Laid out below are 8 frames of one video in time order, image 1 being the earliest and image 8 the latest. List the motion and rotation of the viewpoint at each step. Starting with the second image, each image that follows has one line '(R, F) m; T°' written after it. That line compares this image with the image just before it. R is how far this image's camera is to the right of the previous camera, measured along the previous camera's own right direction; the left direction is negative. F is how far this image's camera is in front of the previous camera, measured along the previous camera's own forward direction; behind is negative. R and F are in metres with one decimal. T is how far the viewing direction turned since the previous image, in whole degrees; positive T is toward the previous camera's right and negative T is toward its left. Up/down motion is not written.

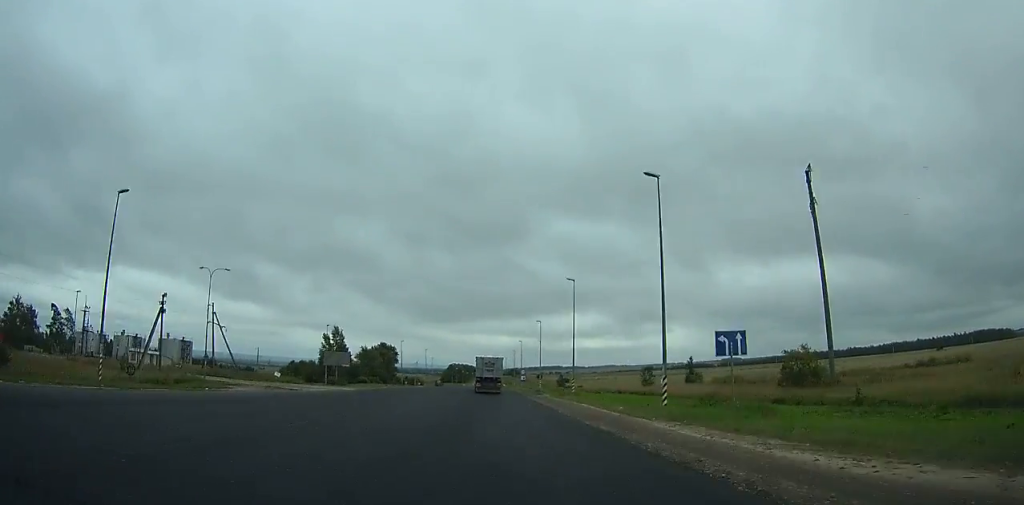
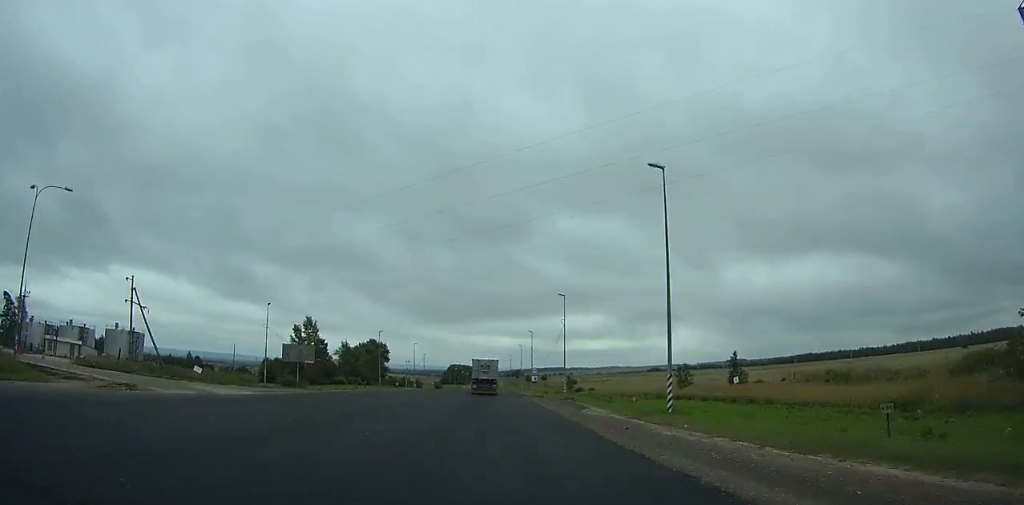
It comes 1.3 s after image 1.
(-0.1, +26.4) m; 0°
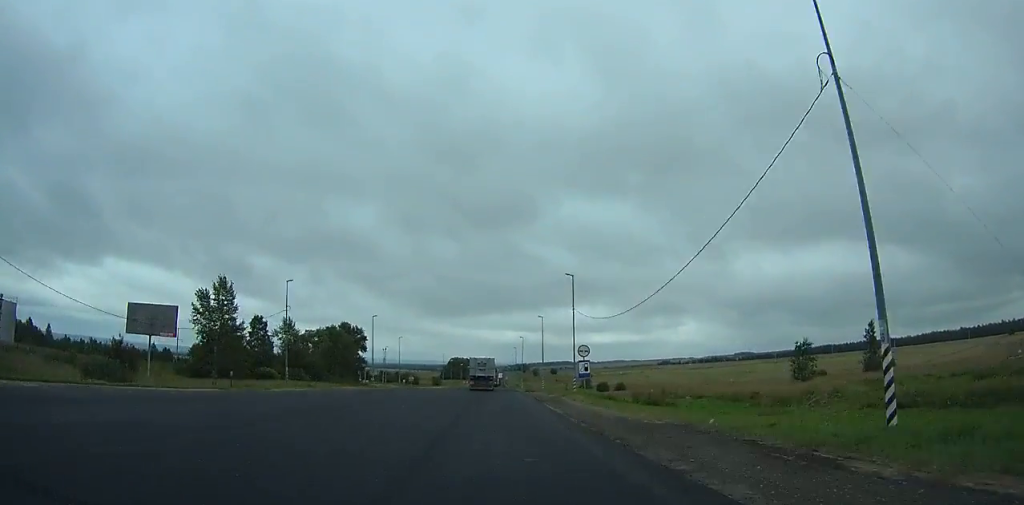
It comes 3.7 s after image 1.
(-0.4, +49.3) m; -1°
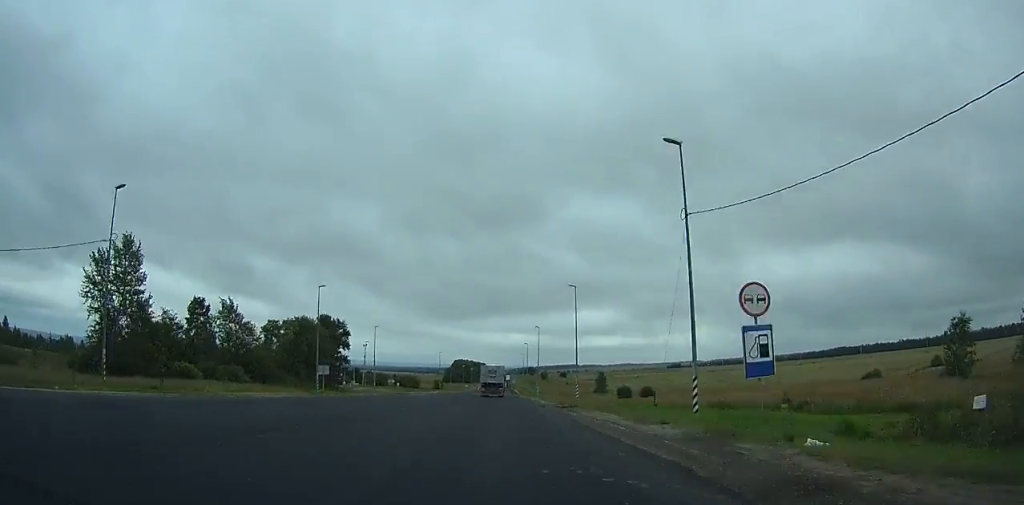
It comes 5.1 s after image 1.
(-0.3, +29.4) m; 0°
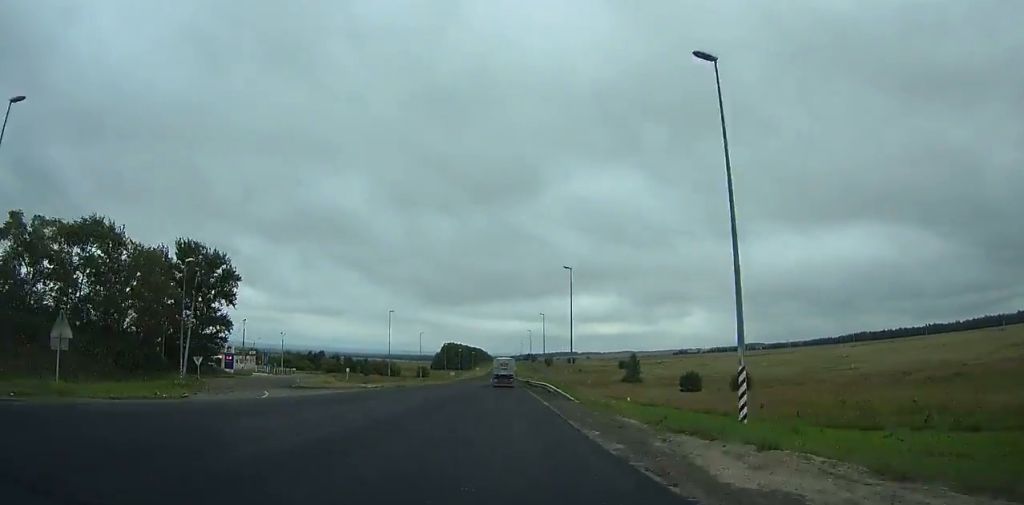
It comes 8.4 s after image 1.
(0.0, +70.8) m; +1°
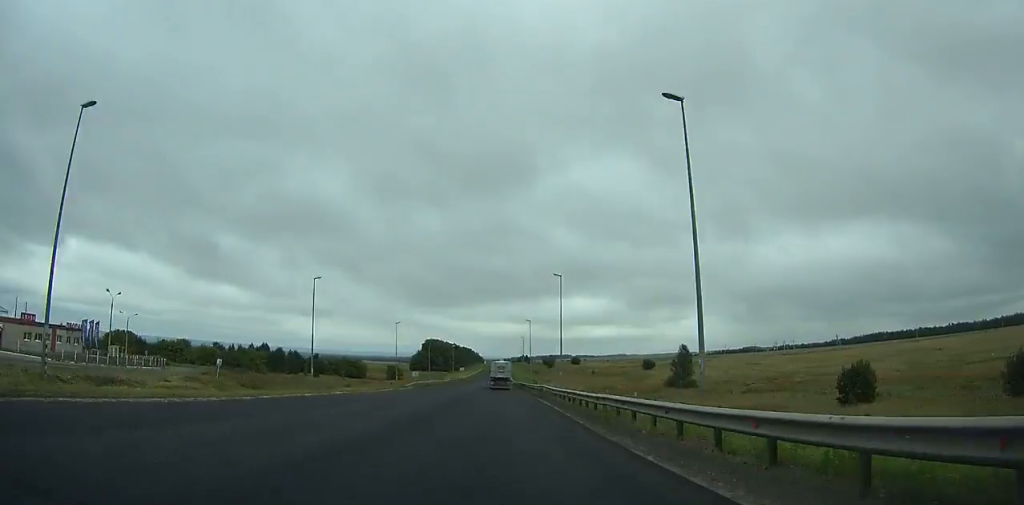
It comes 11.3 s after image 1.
(+0.7, +64.9) m; +1°
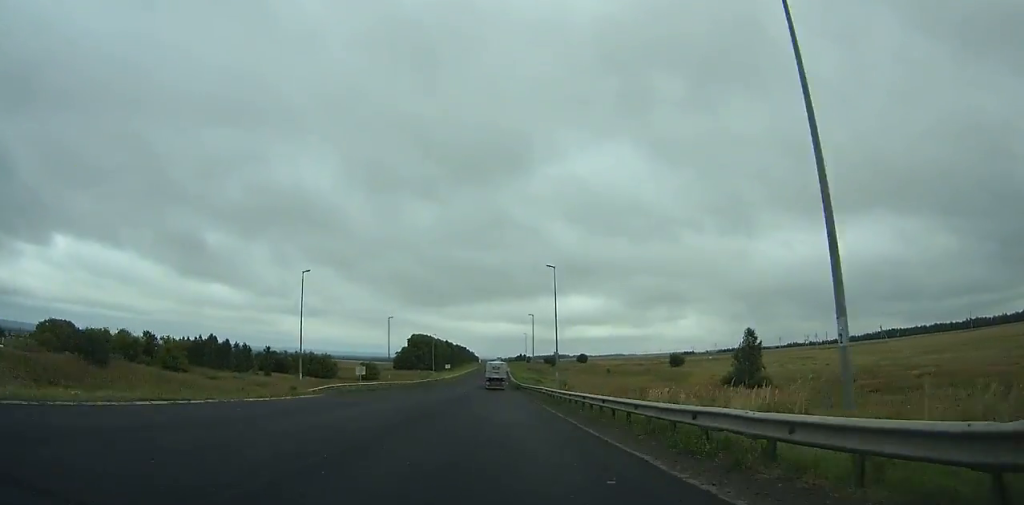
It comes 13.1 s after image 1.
(+0.2, +41.5) m; 0°
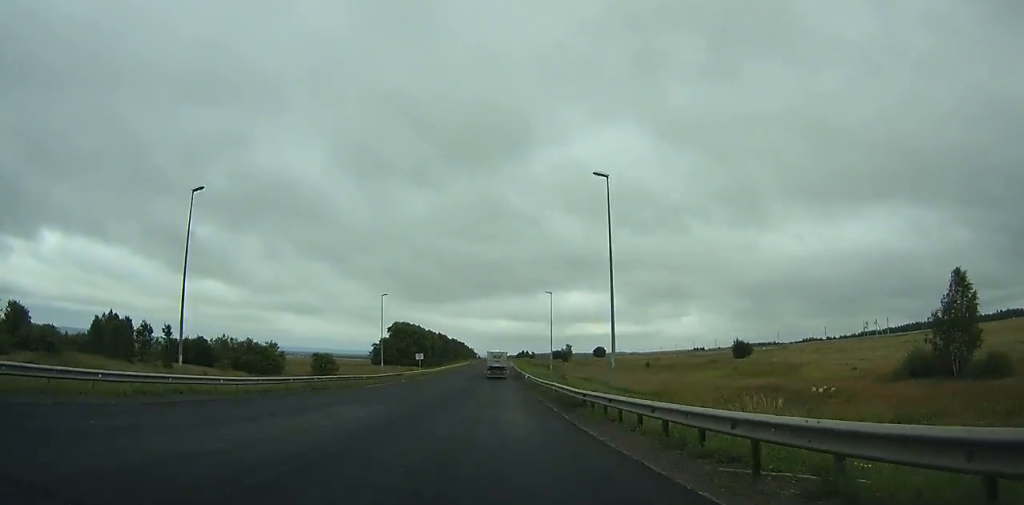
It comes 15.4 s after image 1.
(+0.4, +54.4) m; 0°
